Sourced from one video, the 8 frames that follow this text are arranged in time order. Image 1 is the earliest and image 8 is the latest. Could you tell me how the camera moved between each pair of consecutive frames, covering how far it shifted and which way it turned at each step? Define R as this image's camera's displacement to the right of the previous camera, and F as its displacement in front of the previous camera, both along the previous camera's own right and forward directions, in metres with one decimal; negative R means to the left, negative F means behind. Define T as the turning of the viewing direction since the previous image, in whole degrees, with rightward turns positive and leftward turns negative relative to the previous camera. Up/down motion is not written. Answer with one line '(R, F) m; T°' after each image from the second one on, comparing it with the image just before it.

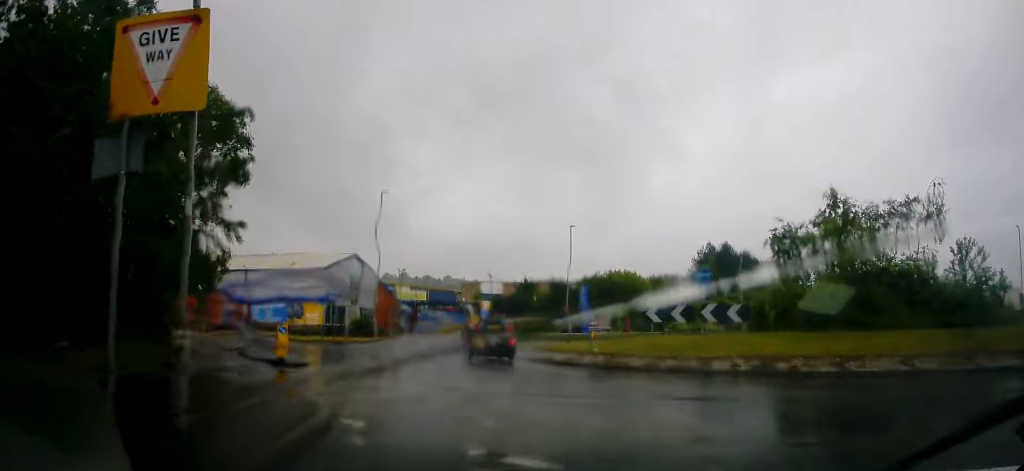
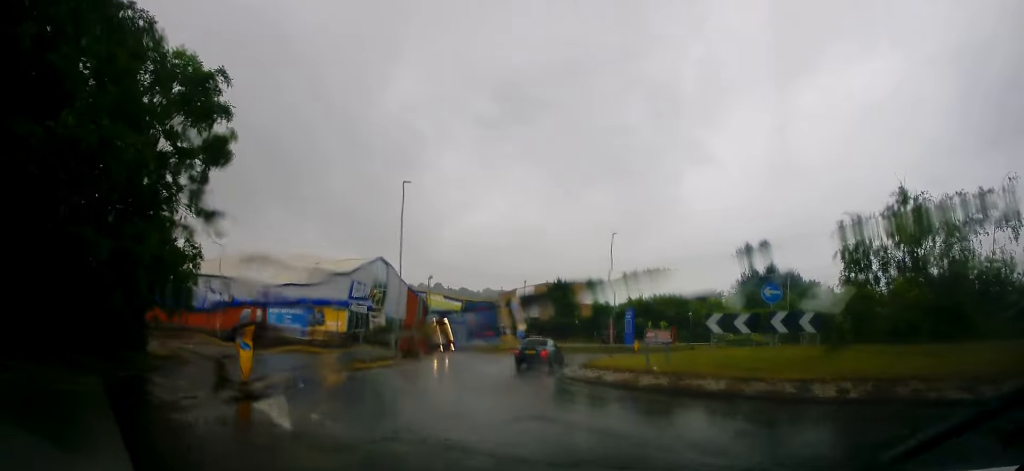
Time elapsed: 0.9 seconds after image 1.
(+0.2, +3.8) m; -8°
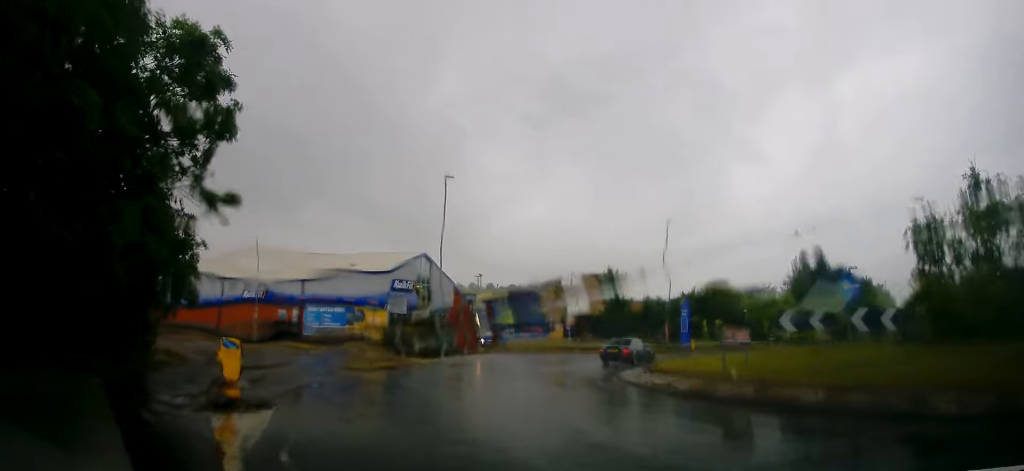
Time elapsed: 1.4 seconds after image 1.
(-0.3, +2.6) m; -7°
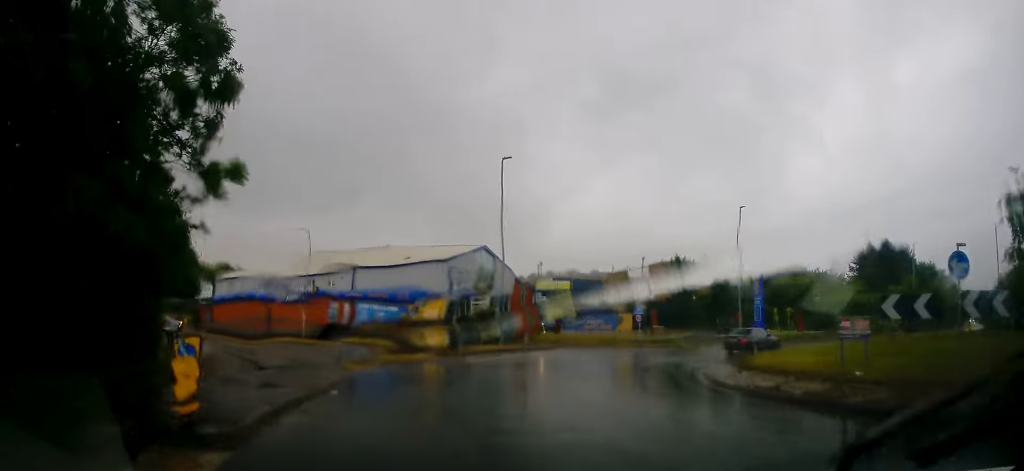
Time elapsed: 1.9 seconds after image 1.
(-0.2, +2.9) m; -6°
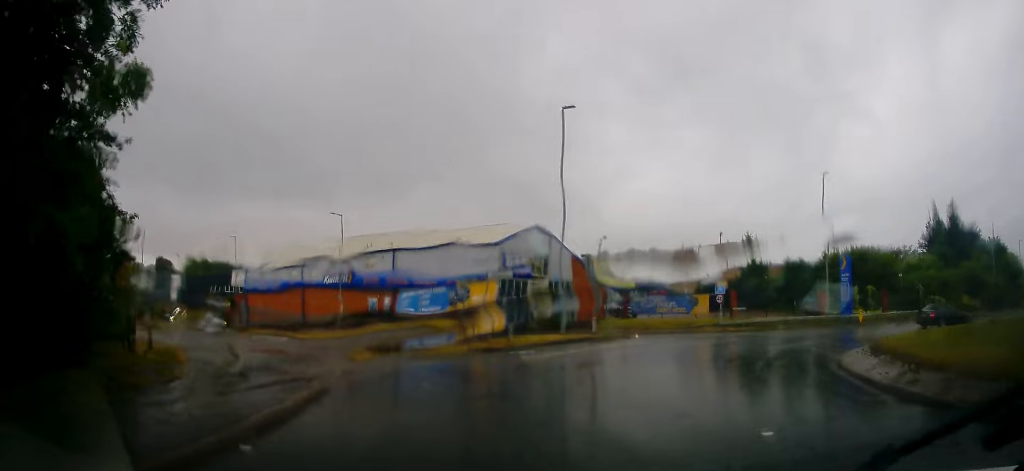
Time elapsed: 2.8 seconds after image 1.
(-0.4, +5.8) m; -2°
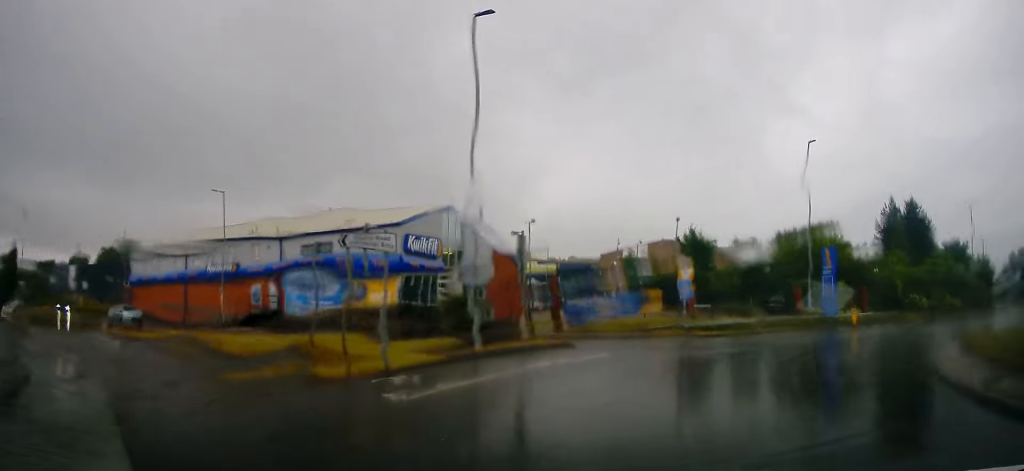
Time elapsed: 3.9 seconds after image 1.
(+0.6, +8.1) m; +11°
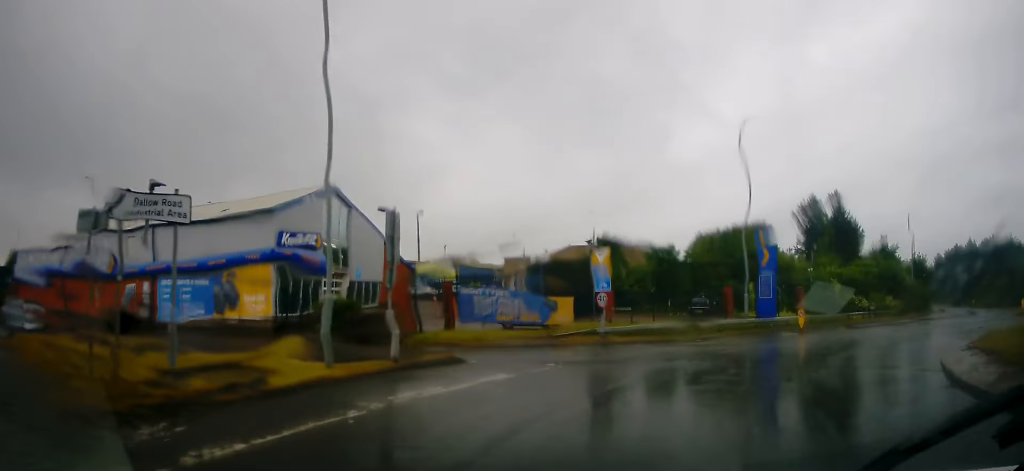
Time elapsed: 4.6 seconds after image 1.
(+0.3, +4.5) m; +7°
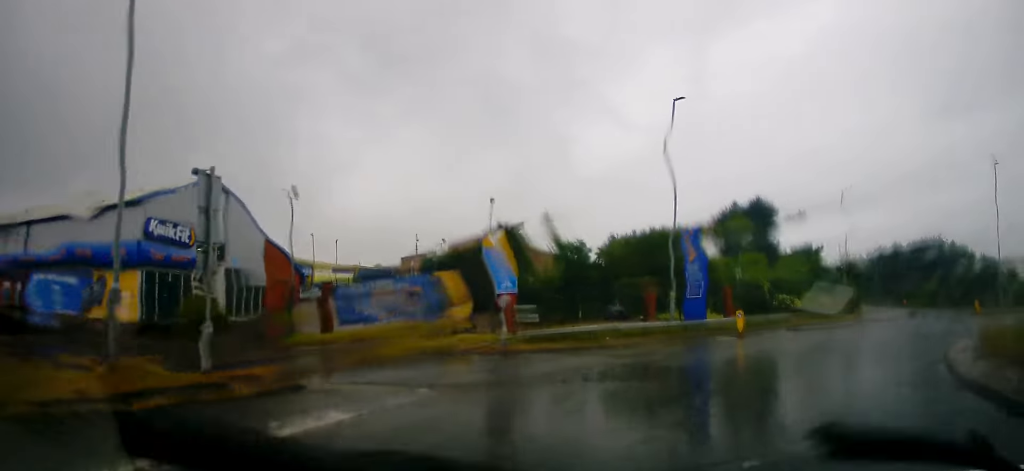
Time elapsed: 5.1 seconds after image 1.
(+0.3, +4.1) m; +7°
